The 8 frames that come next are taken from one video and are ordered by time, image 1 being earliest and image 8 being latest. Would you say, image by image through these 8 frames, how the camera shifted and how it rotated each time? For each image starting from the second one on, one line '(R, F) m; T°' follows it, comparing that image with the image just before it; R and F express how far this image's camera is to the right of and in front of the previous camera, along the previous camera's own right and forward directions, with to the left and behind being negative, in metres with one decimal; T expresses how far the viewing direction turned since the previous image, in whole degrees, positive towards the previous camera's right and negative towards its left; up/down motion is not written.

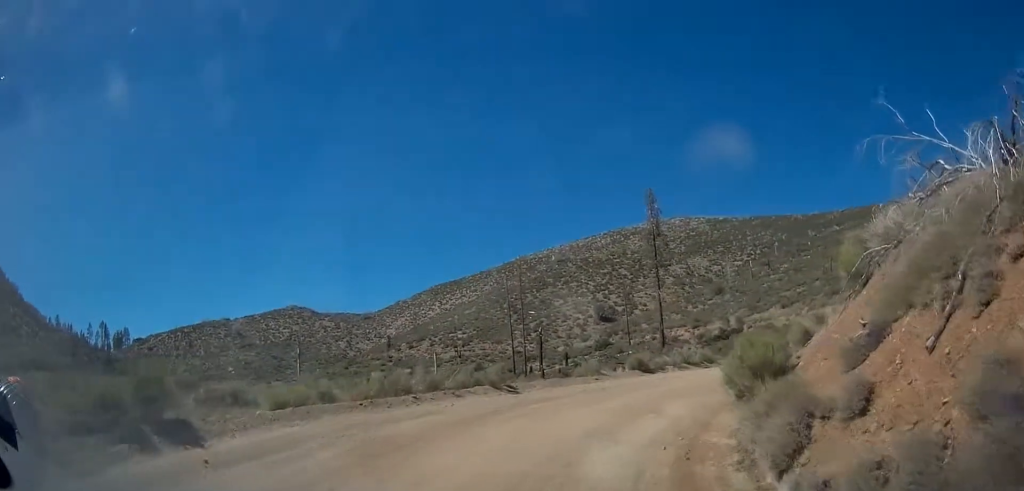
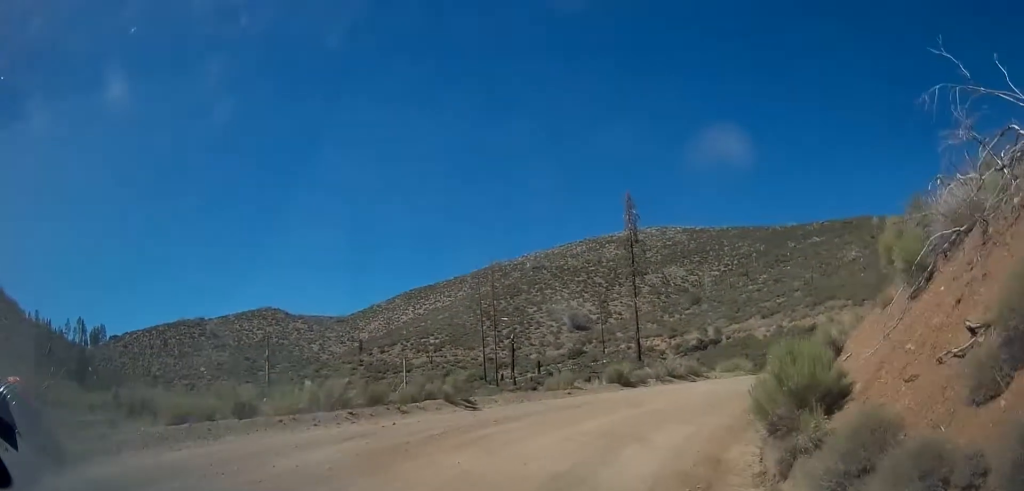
(+0.1, +2.8) m; +4°
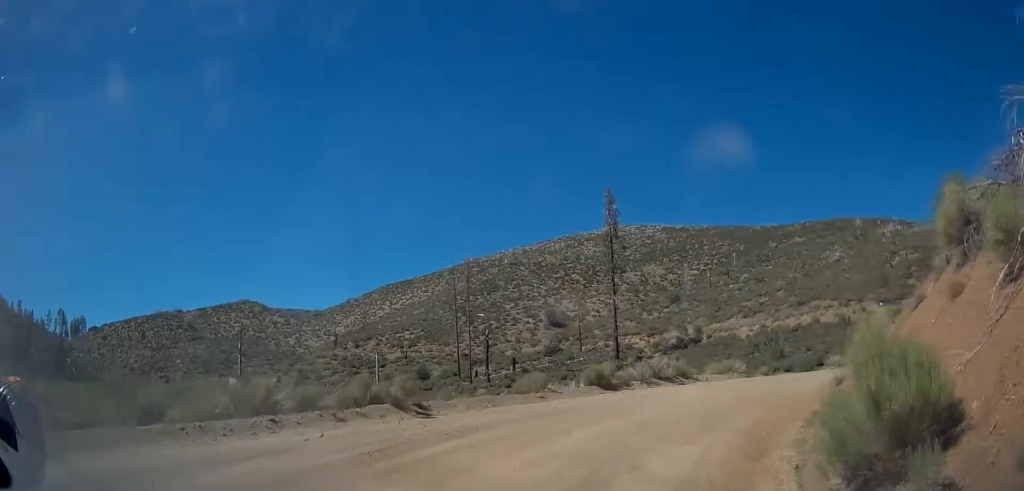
(+0.3, +2.6) m; +6°
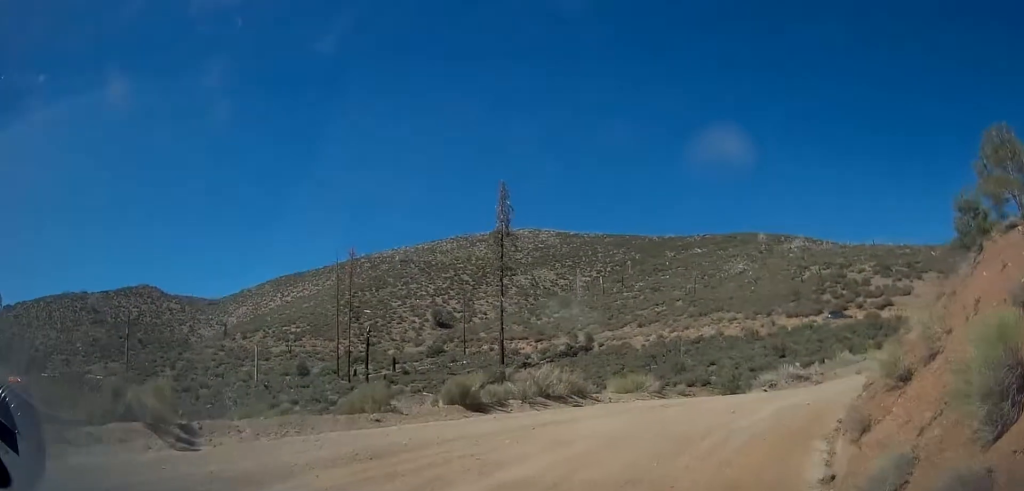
(+0.4, +5.3) m; +13°
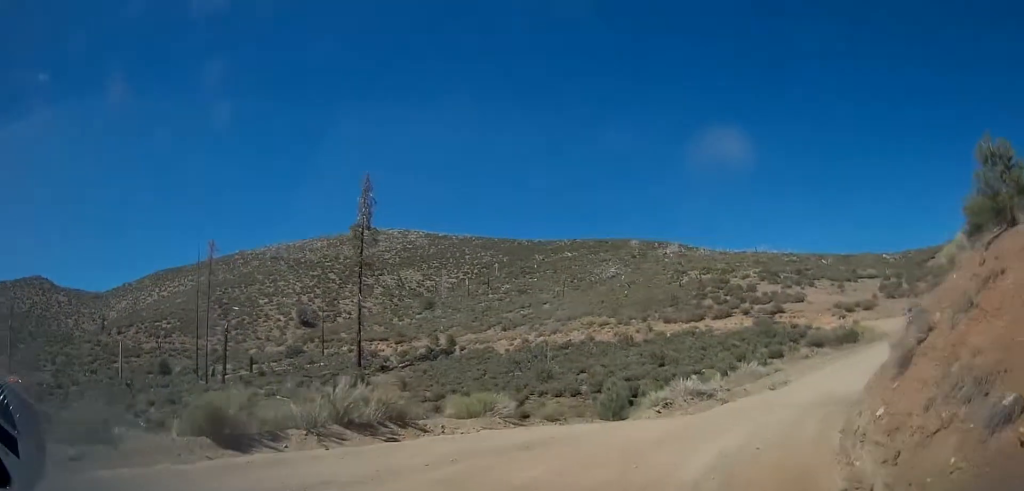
(+0.8, +5.3) m; +14°
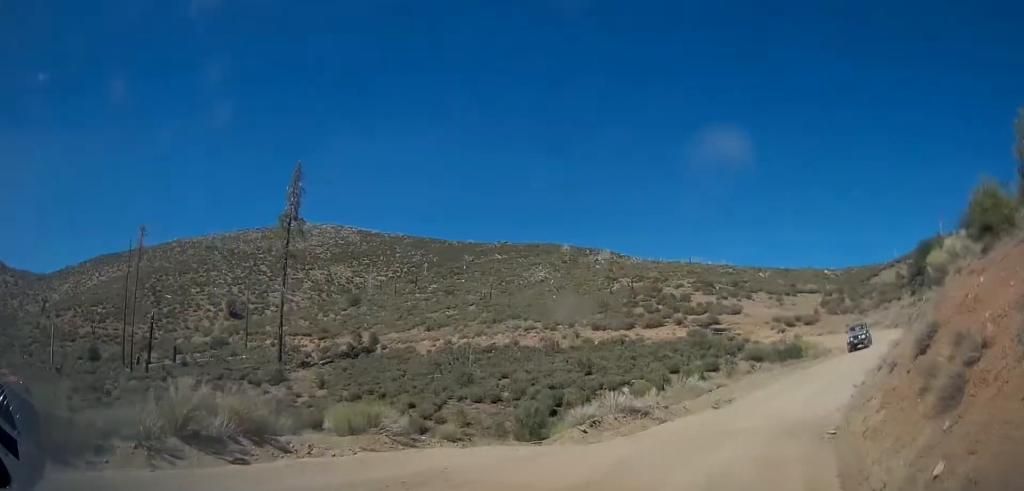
(0.0, +2.9) m; +7°
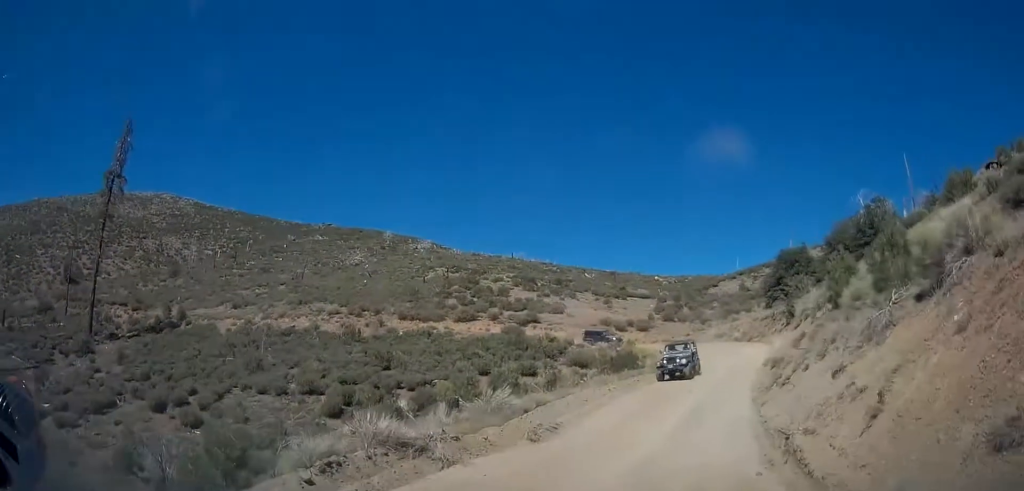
(+1.0, +6.9) m; +16°
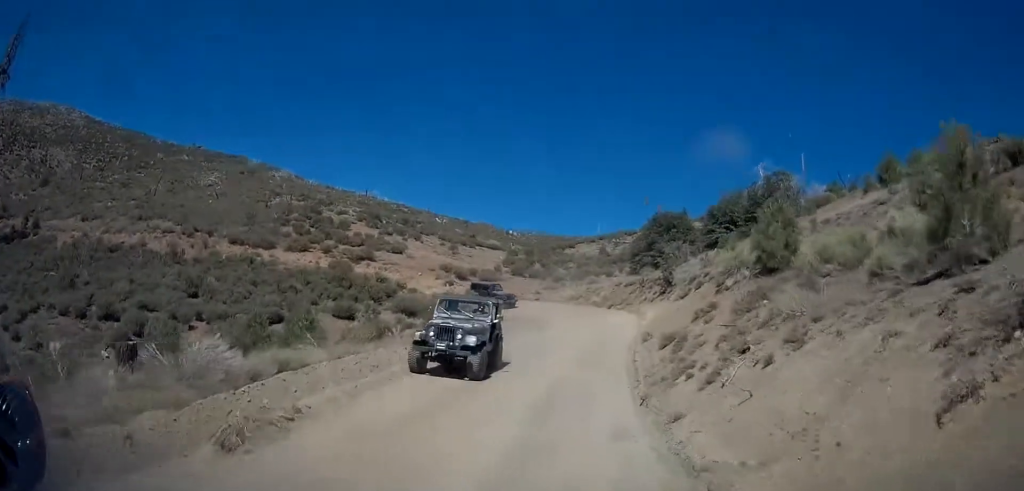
(+1.0, +7.0) m; +13°
